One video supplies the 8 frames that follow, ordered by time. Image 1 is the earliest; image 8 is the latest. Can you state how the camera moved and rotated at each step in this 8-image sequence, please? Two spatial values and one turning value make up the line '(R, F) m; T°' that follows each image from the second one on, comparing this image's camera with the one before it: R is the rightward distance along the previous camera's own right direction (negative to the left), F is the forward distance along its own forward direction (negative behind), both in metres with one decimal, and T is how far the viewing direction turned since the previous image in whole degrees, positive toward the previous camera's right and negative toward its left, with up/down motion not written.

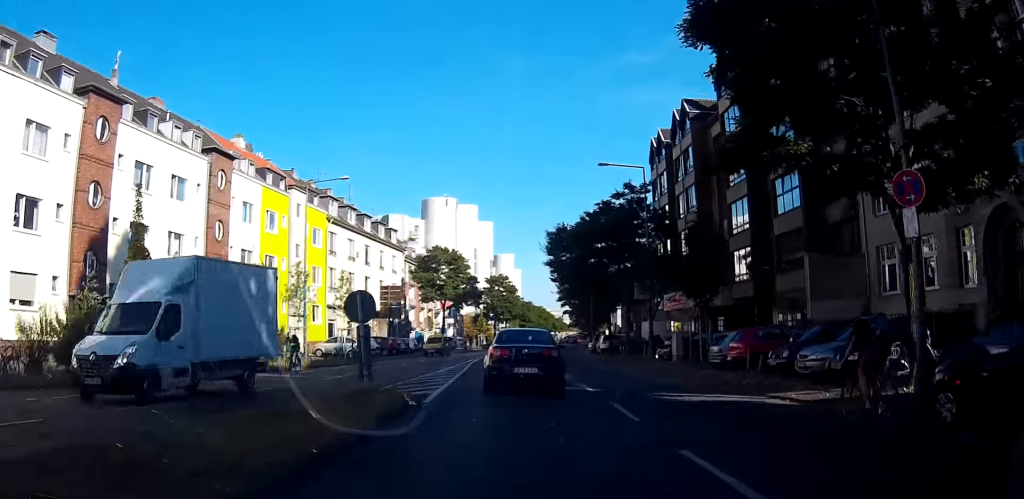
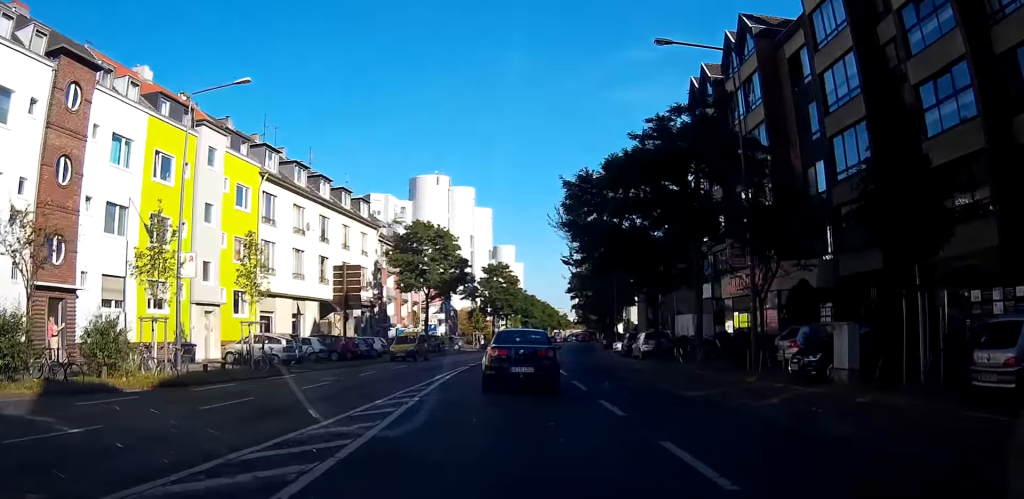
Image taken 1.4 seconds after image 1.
(+0.1, +18.1) m; -1°
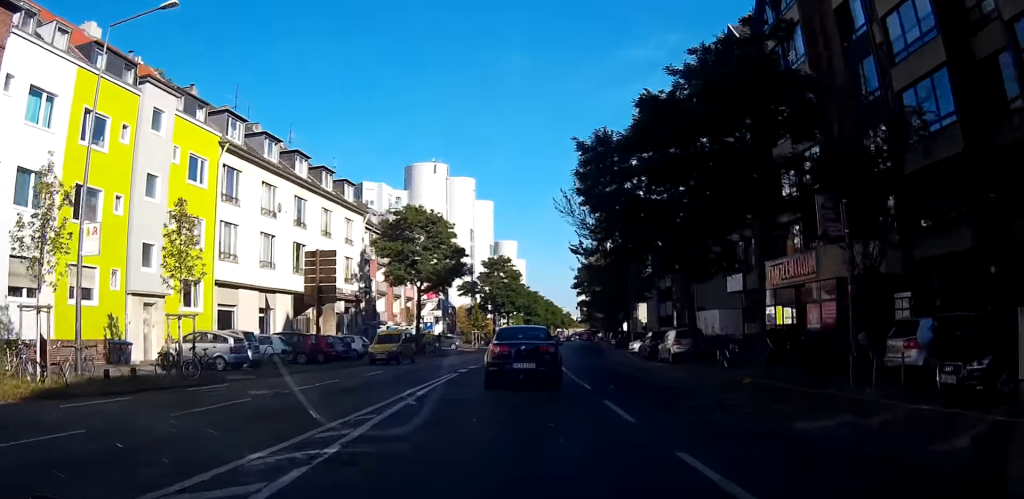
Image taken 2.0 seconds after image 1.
(-0.1, +6.8) m; -1°
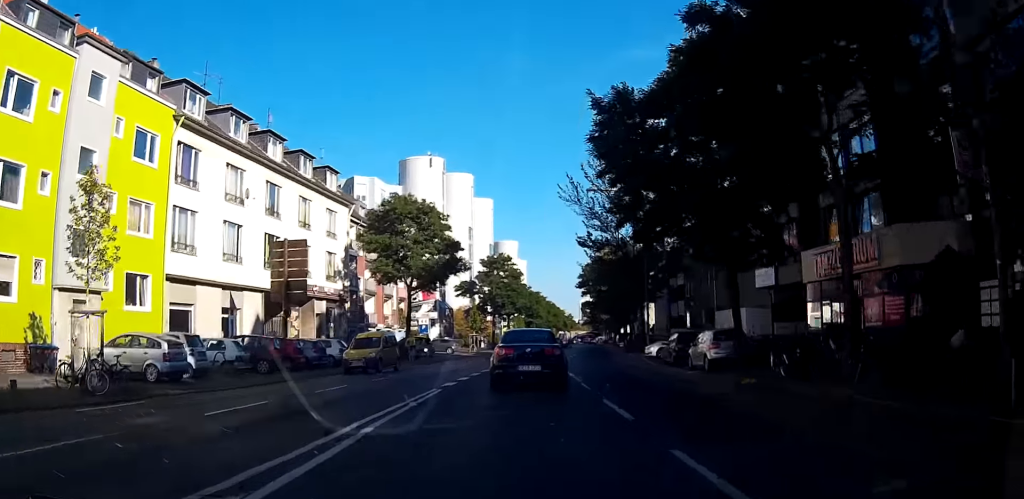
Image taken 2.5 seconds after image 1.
(0.0, +5.3) m; +2°
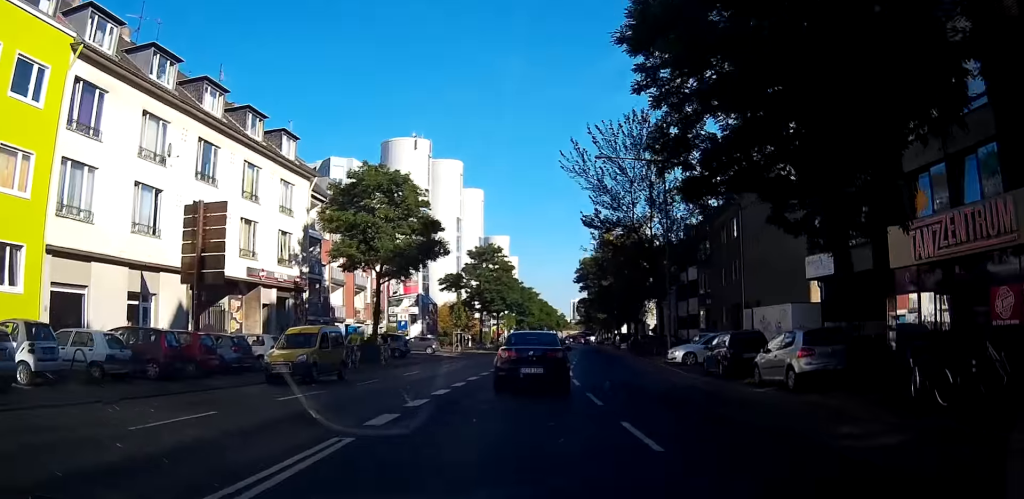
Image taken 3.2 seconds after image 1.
(+0.1, +8.5) m; +3°
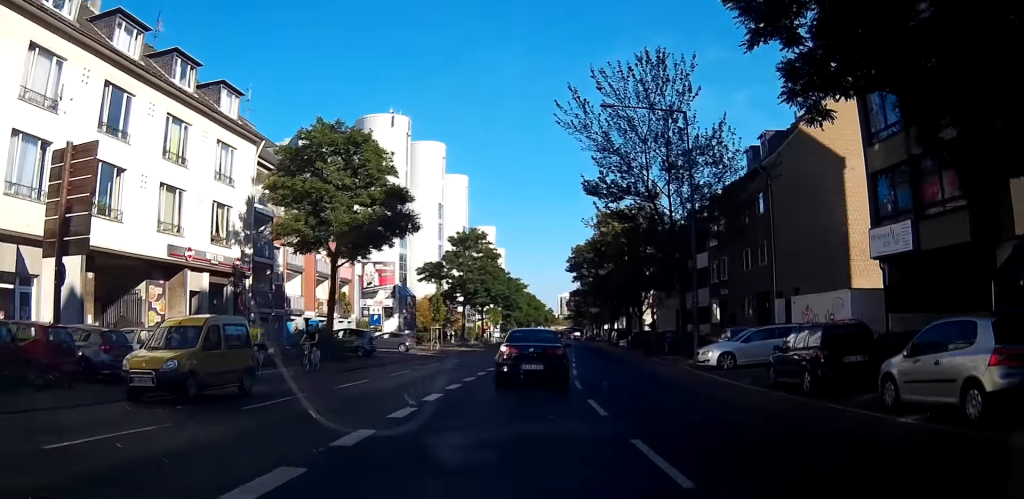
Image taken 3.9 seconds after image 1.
(+0.3, +7.9) m; +3°
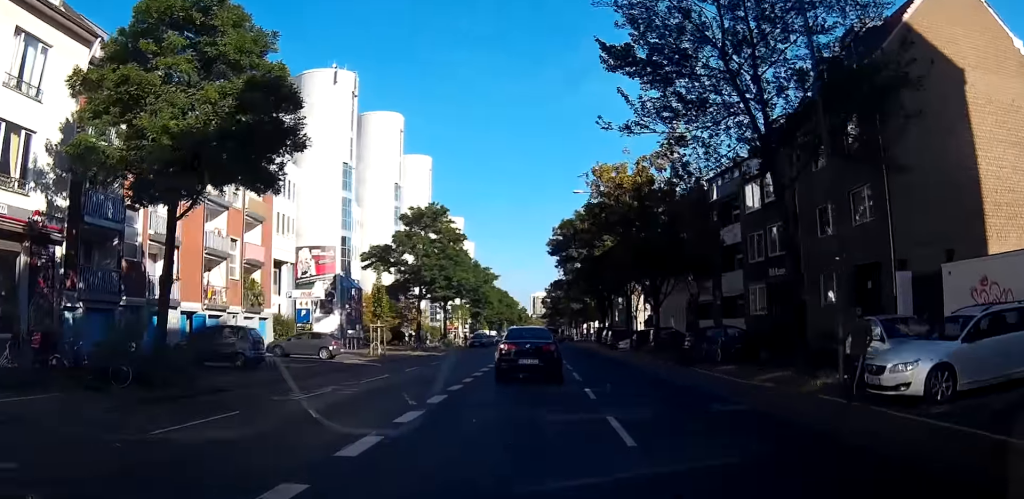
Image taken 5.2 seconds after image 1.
(+0.6, +15.6) m; +4°
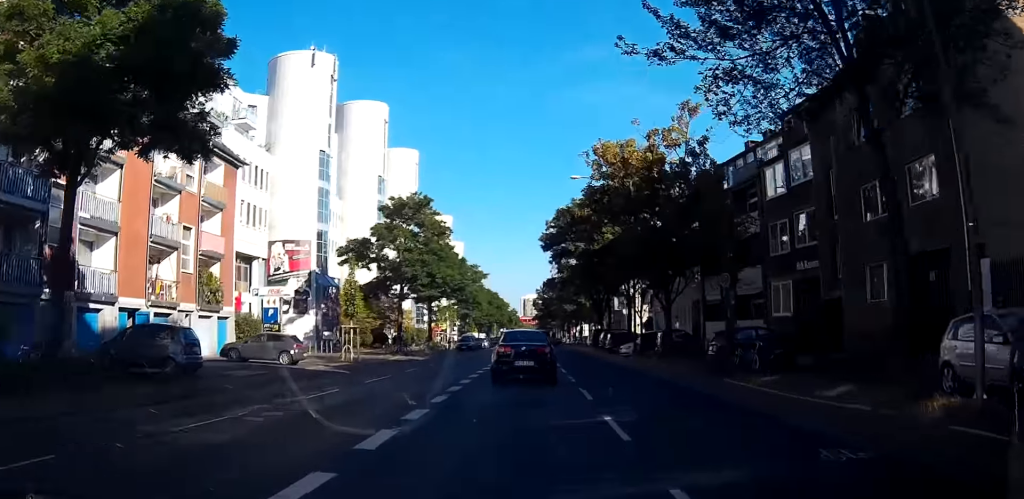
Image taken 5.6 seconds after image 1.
(+0.2, +5.3) m; +1°
